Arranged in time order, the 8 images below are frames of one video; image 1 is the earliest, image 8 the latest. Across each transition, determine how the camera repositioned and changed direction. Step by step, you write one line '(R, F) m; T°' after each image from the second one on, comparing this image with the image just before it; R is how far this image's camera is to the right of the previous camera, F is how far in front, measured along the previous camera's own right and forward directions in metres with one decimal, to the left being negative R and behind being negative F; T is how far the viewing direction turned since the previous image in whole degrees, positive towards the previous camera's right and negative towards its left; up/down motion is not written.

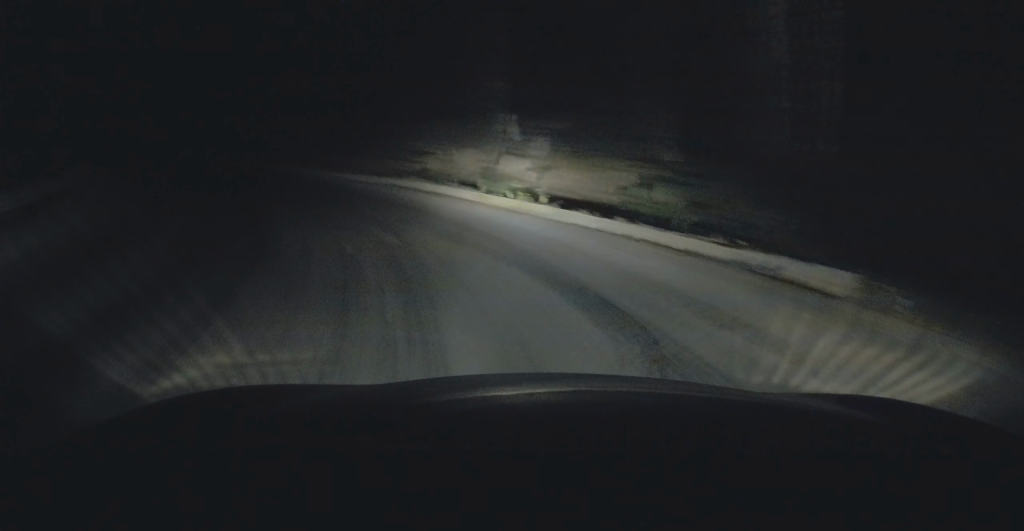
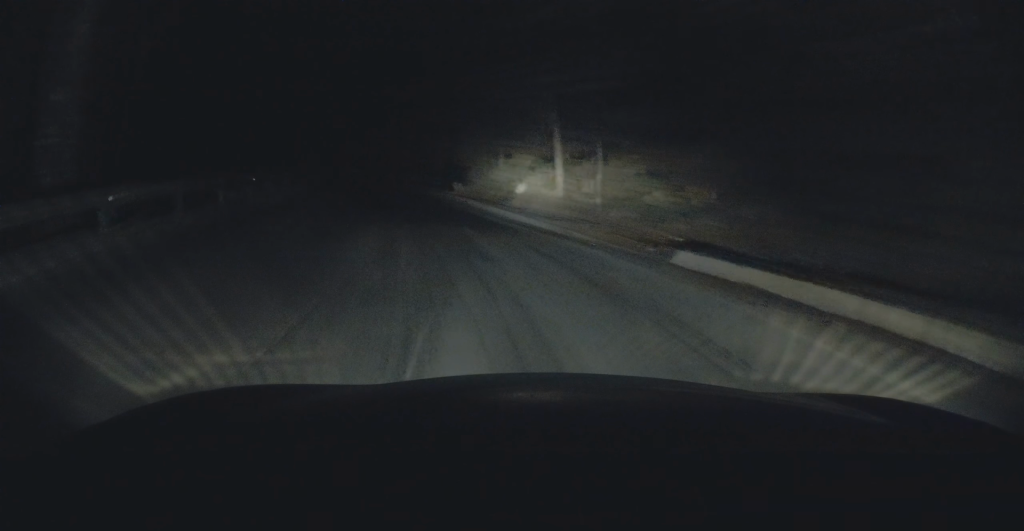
(-2.3, +13.8) m; -36°
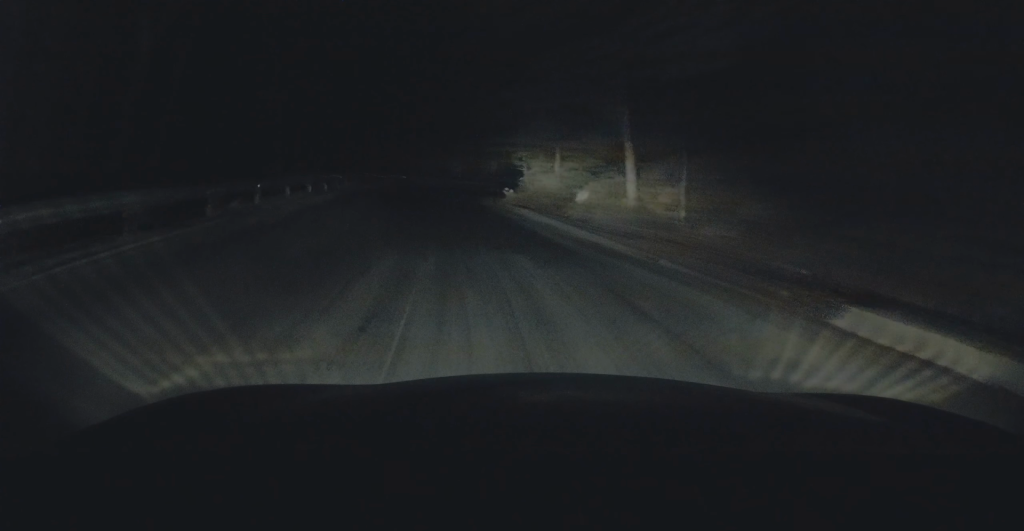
(-0.3, +2.4) m; -9°
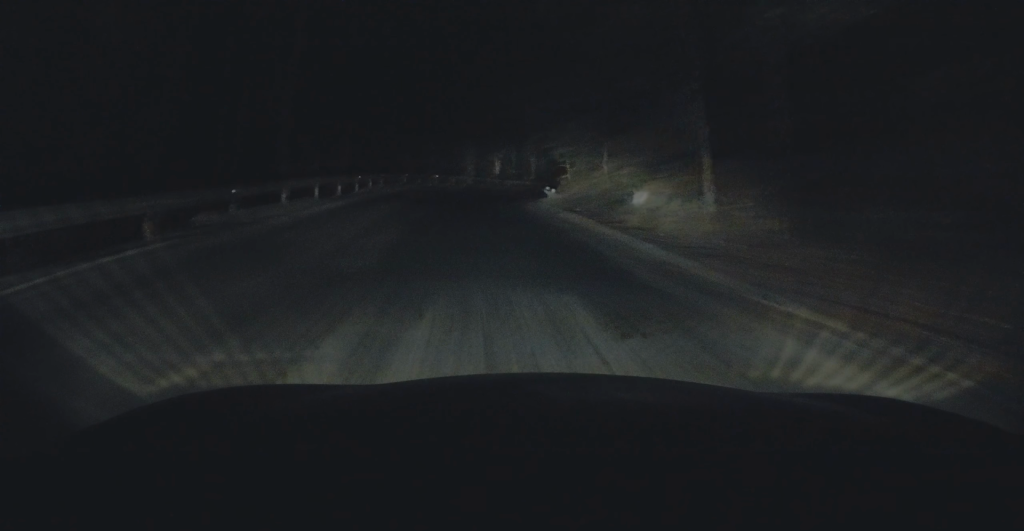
(-0.6, +2.3) m; -5°
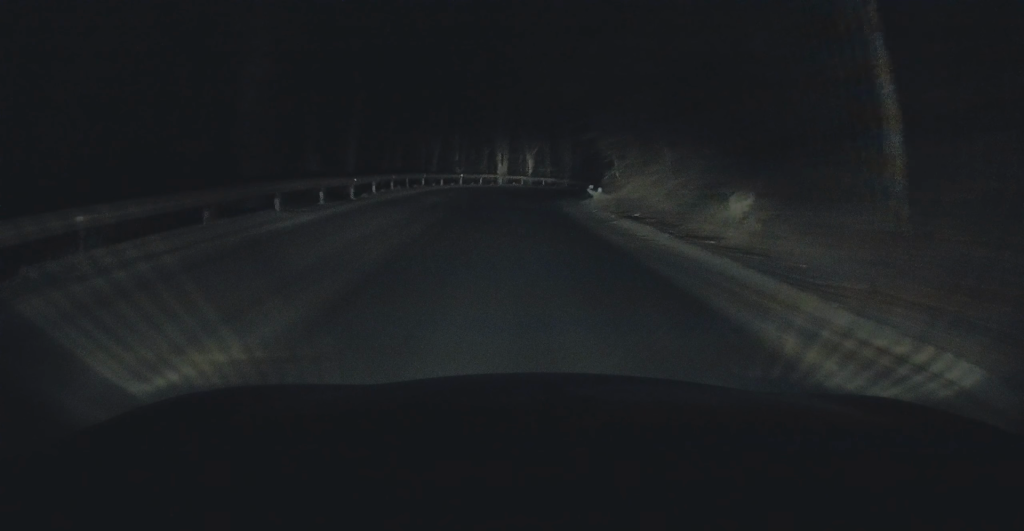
(-0.1, +4.0) m; -2°
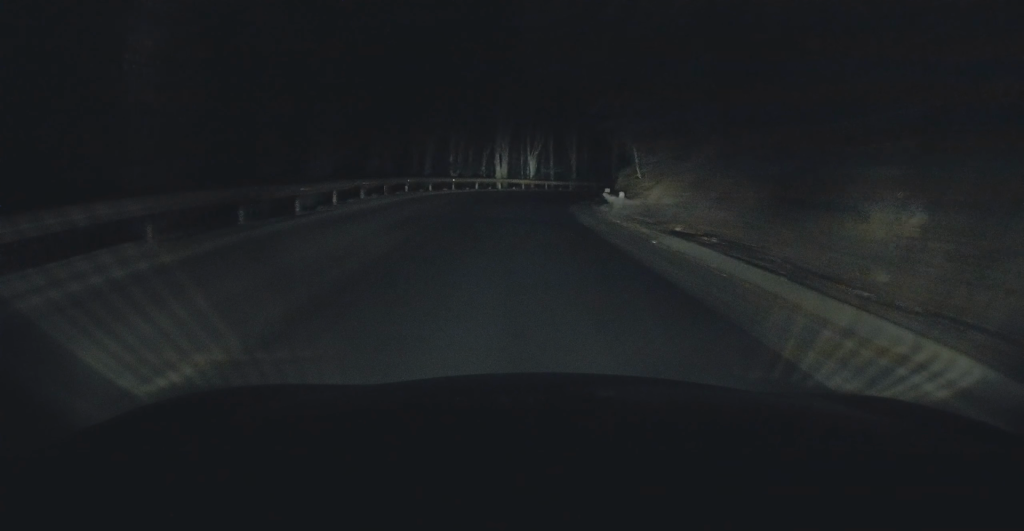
(+0.3, +3.6) m; +1°
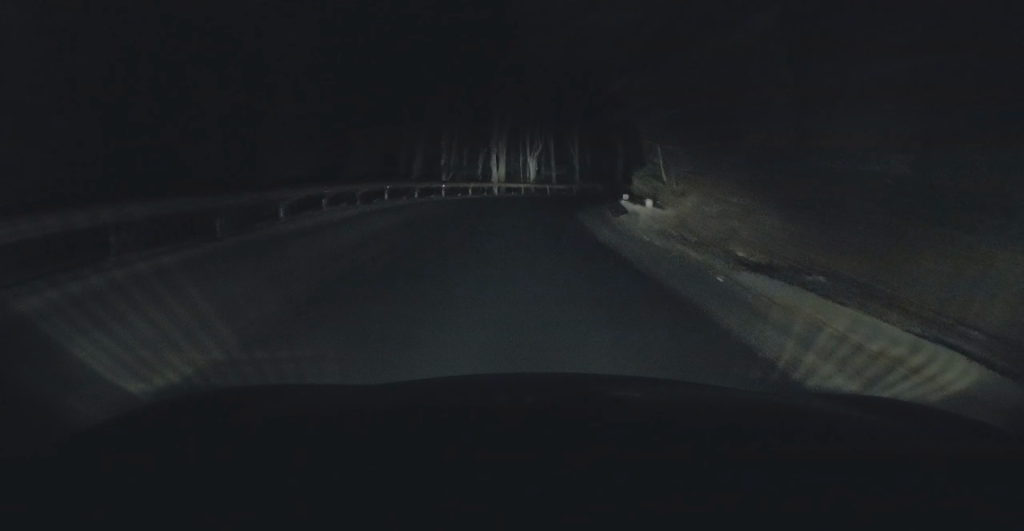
(-0.2, +2.9) m; -1°
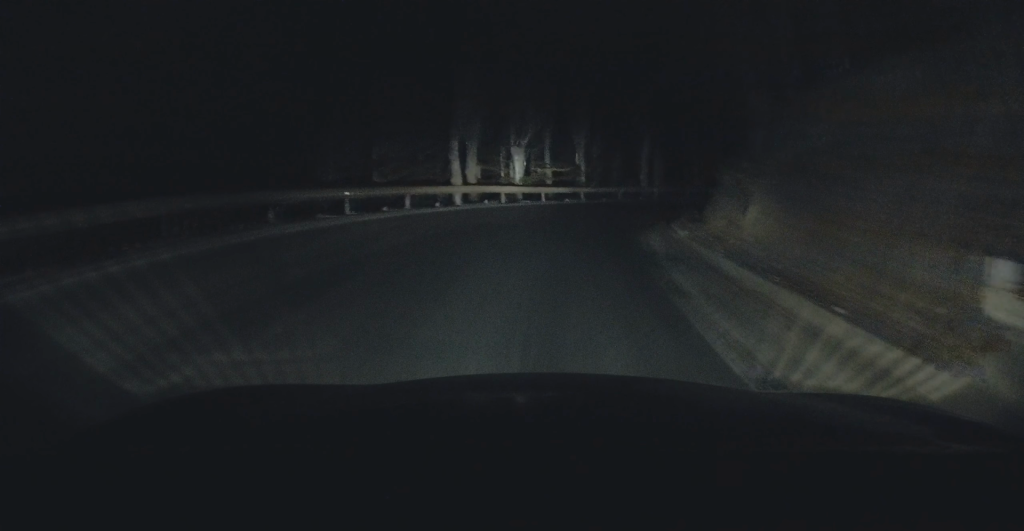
(+0.2, +10.7) m; +7°
